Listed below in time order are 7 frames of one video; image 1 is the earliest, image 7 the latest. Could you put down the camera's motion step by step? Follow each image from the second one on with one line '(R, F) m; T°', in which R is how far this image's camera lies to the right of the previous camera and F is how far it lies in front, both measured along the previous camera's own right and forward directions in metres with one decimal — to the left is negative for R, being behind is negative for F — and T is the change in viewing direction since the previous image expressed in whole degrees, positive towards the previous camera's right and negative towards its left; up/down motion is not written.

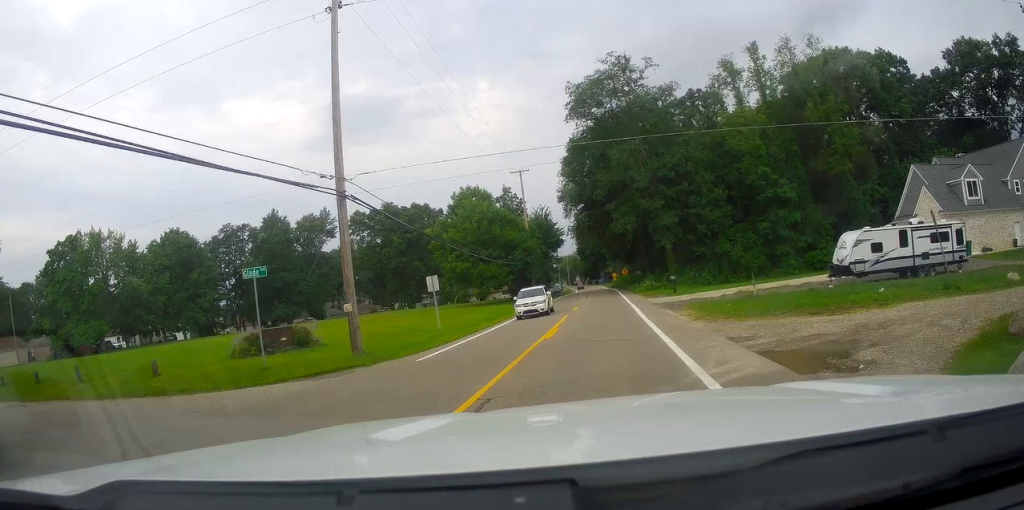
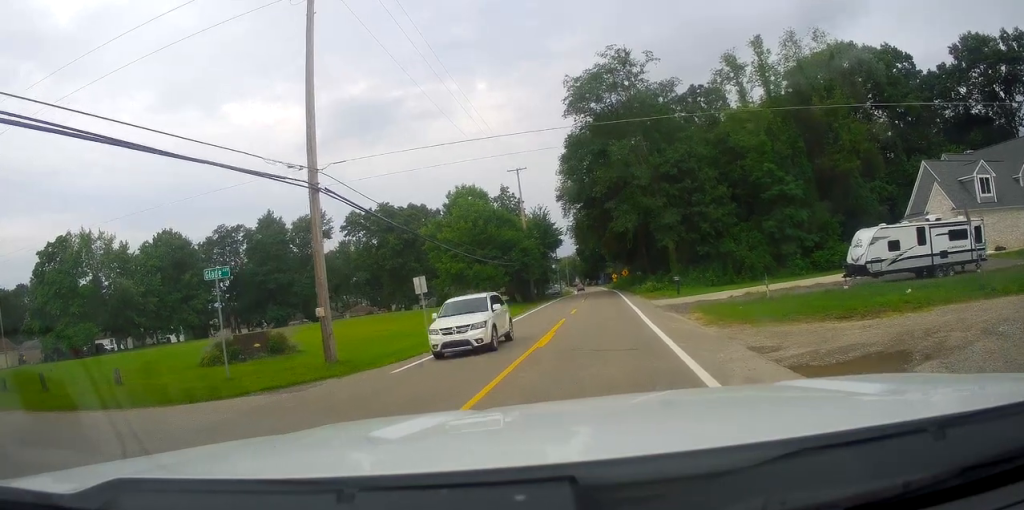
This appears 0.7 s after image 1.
(-0.1, +3.0) m; -3°
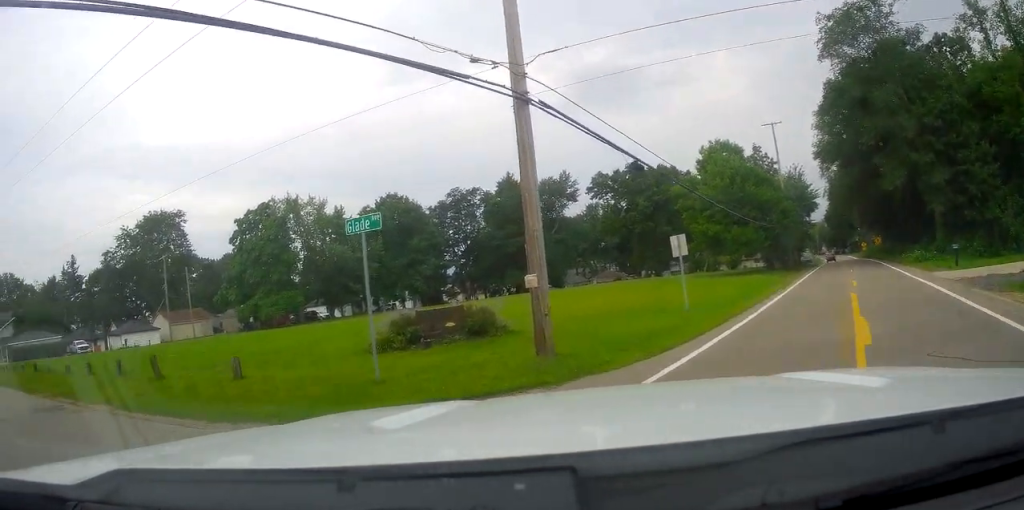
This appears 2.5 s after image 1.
(-0.3, +4.1) m; -26°
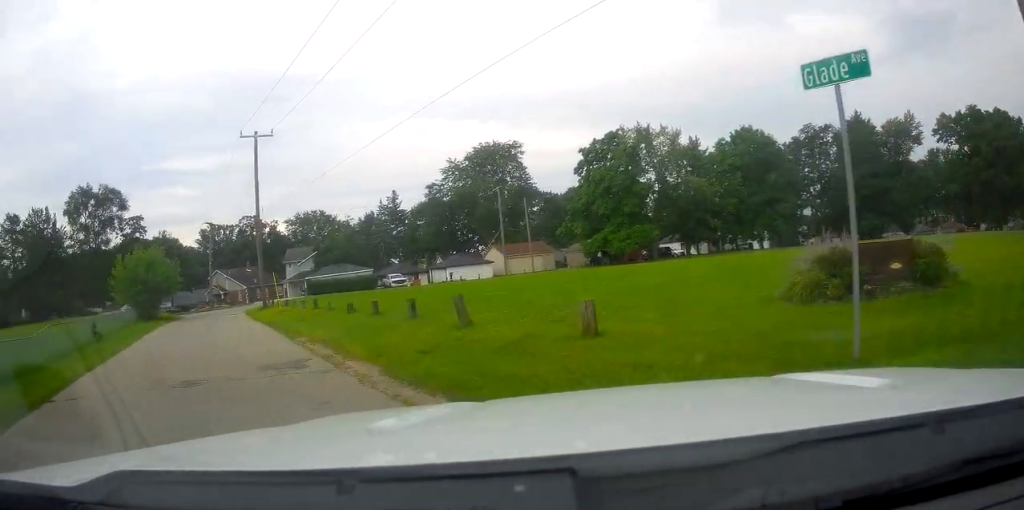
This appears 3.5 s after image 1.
(-0.7, +3.1) m; -28°
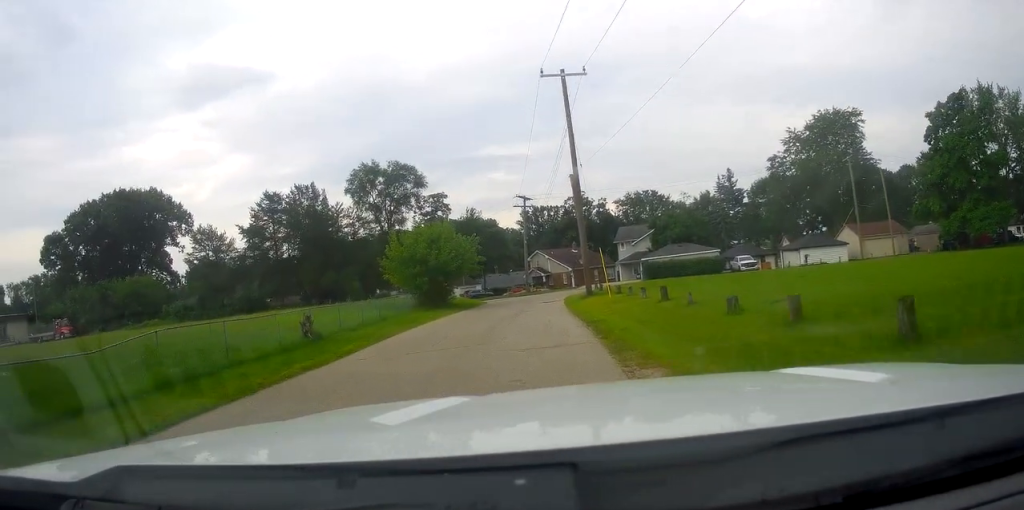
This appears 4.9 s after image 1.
(-2.0, +7.5) m; -24°
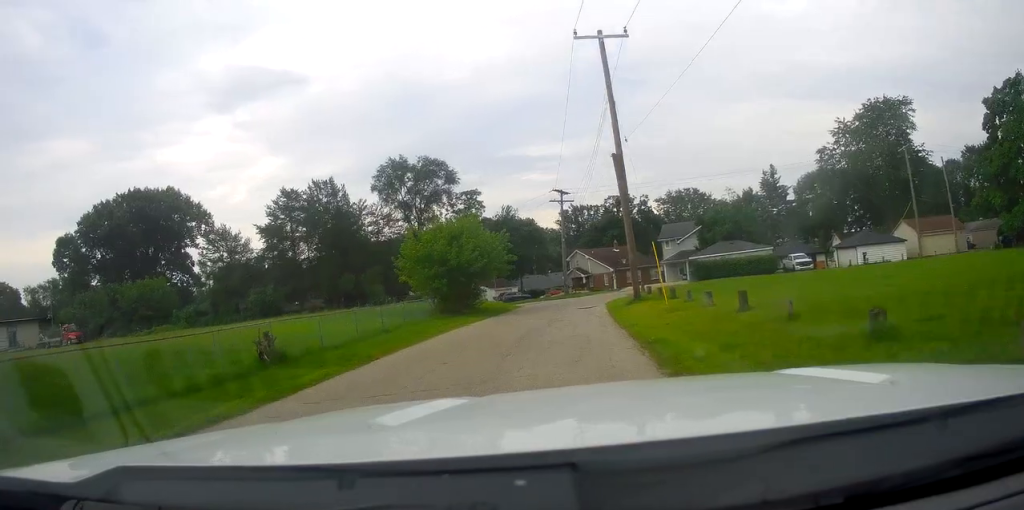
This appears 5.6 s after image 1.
(-0.3, +4.7) m; -8°
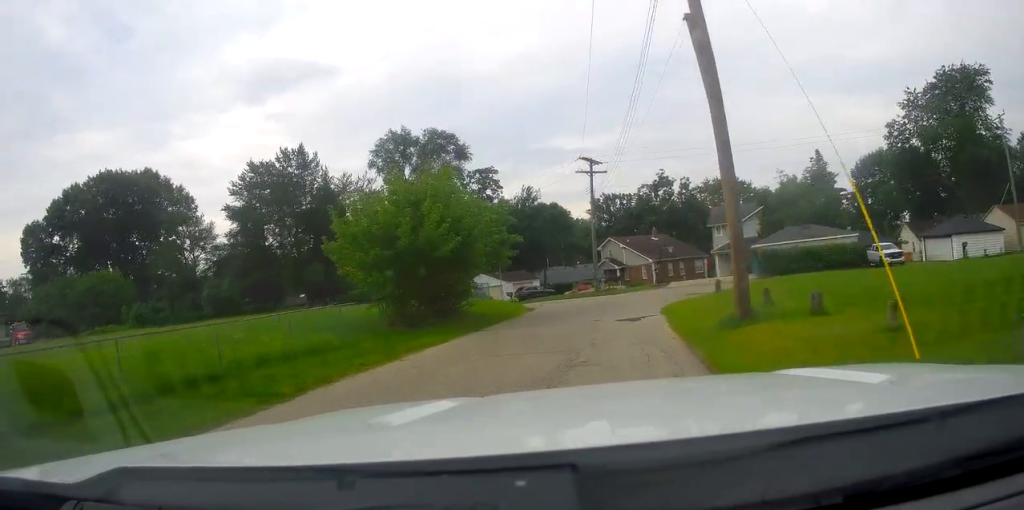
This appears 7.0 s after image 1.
(-1.9, +13.2) m; -9°
